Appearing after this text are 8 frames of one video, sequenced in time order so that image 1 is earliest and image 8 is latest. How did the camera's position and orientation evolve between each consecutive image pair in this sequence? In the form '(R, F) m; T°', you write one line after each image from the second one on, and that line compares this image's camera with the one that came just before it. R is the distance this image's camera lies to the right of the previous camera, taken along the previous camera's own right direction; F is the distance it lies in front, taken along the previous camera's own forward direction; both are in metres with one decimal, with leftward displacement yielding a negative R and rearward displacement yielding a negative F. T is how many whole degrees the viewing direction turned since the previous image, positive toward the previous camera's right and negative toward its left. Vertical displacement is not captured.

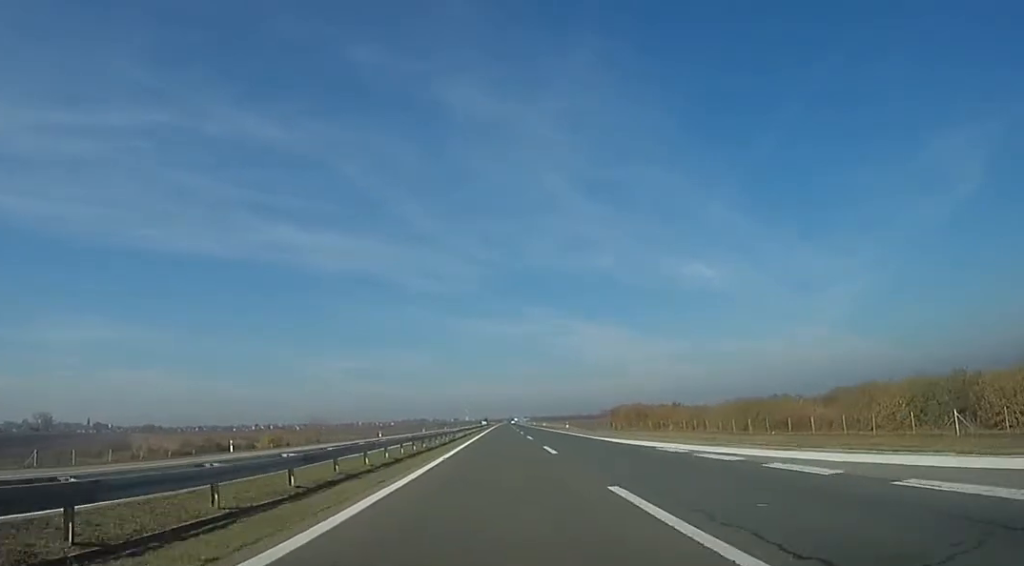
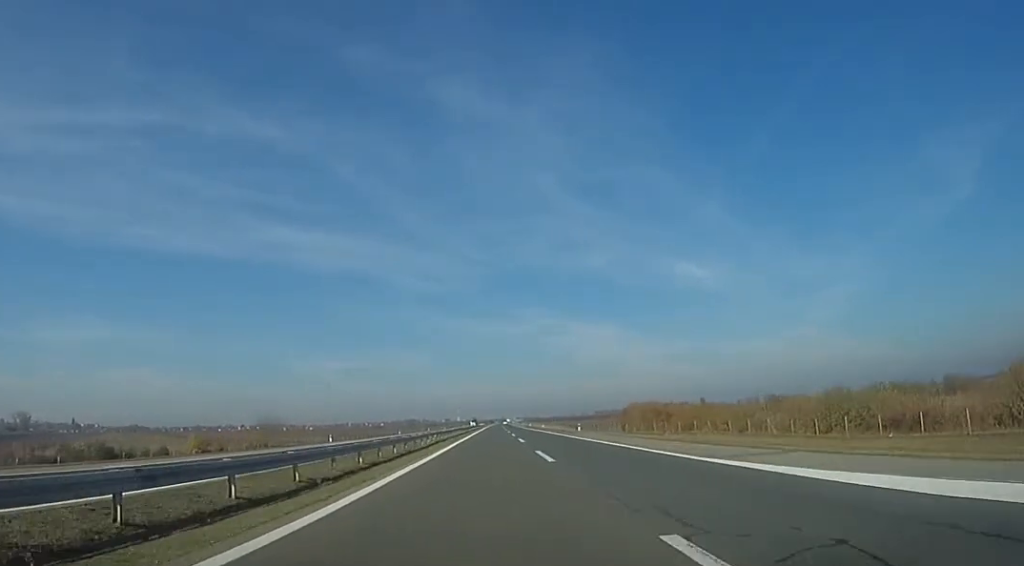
(0.0, +22.4) m; 0°
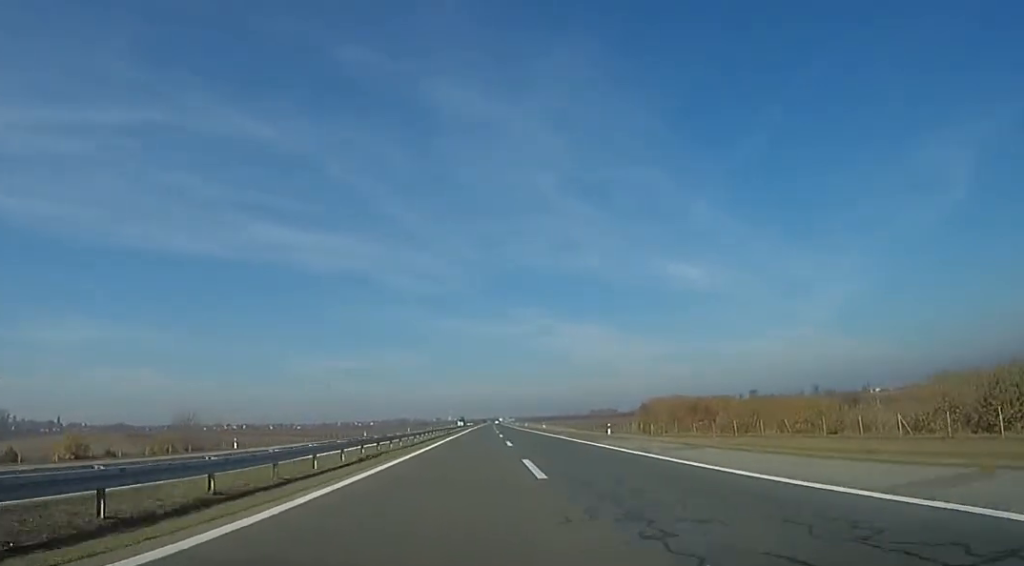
(-0.2, +23.4) m; +2°
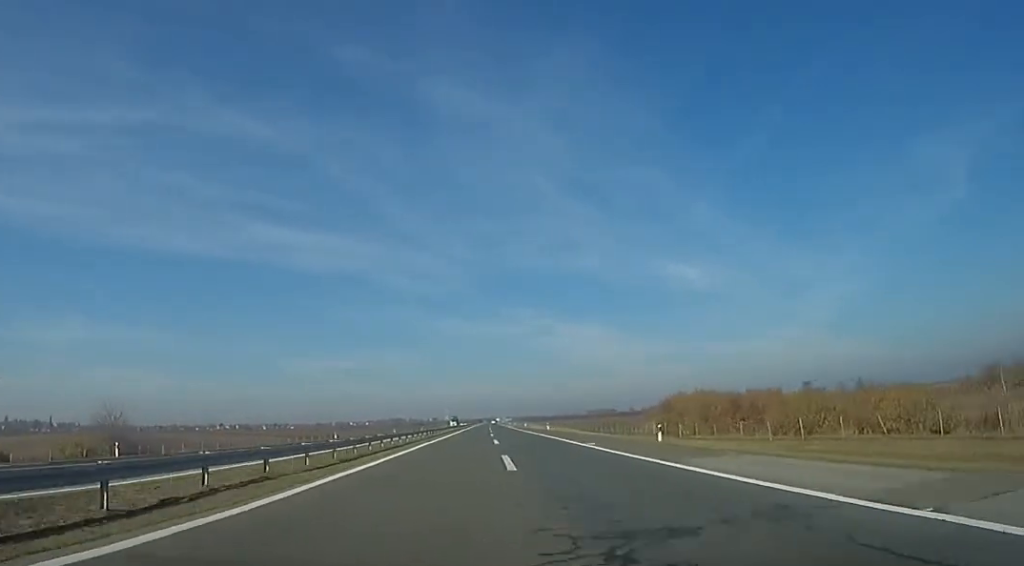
(+0.5, +15.1) m; +1°
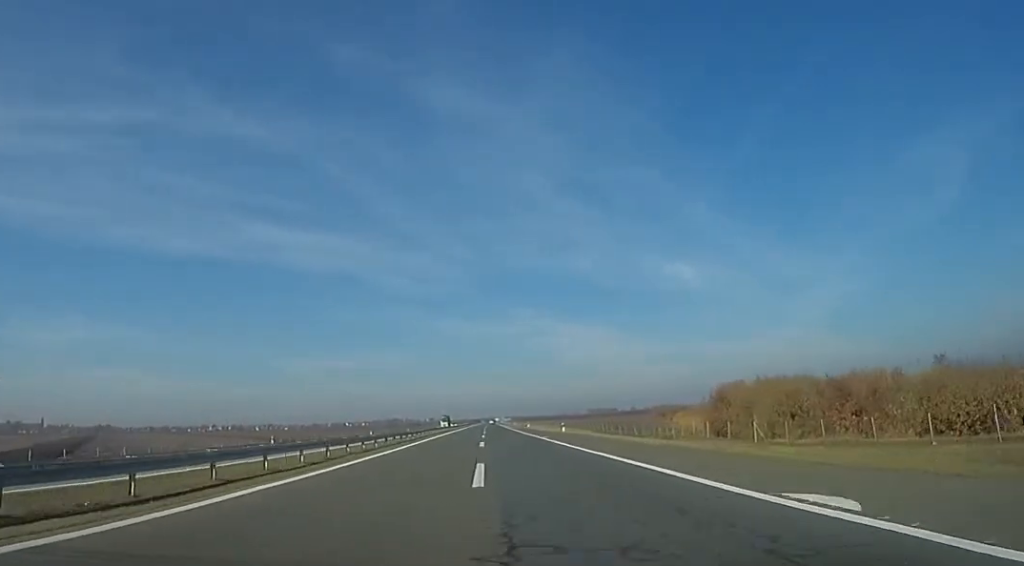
(+0.6, +21.8) m; +1°
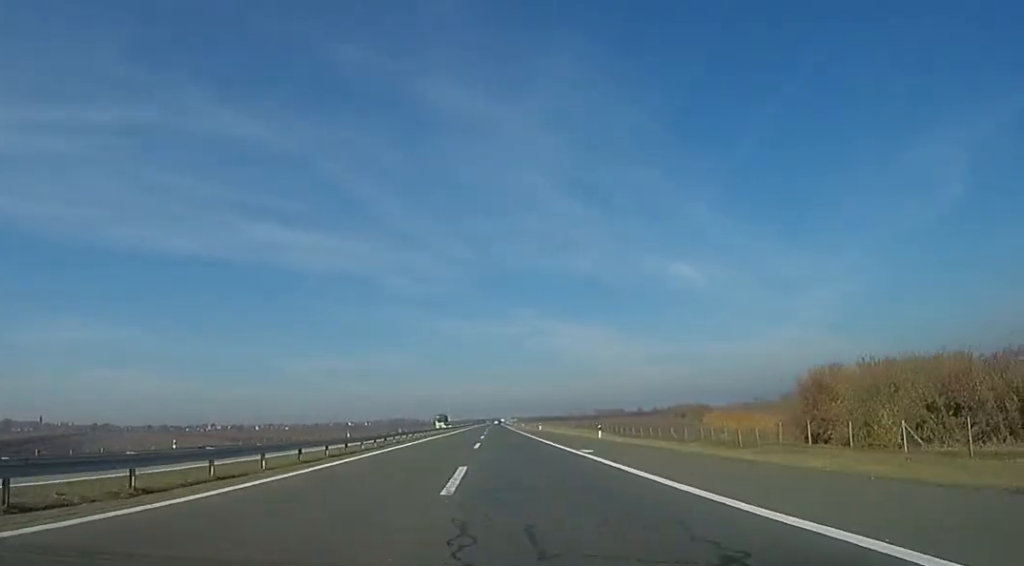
(-0.2, +19.4) m; -2°
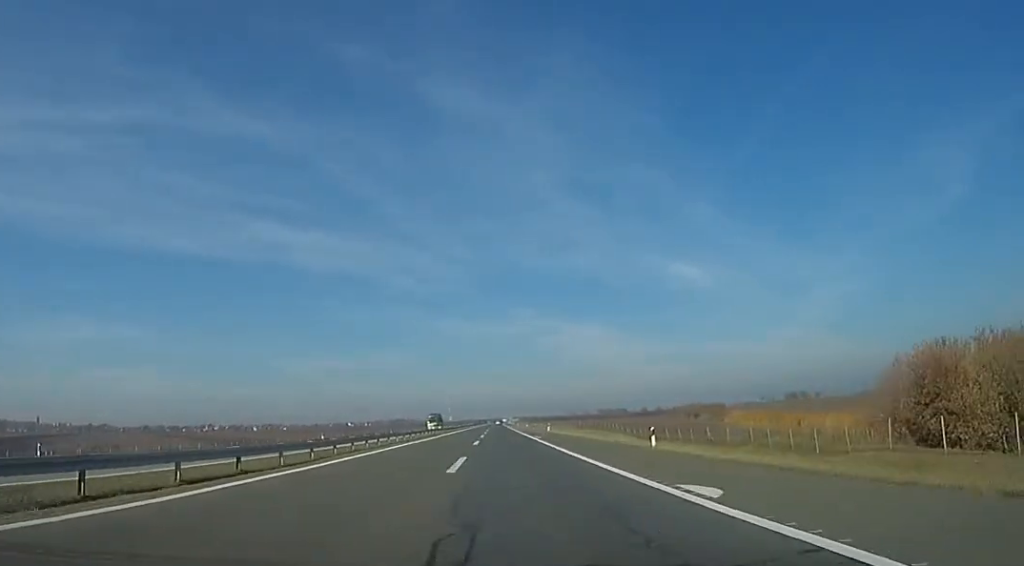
(0.0, +13.5) m; -1°
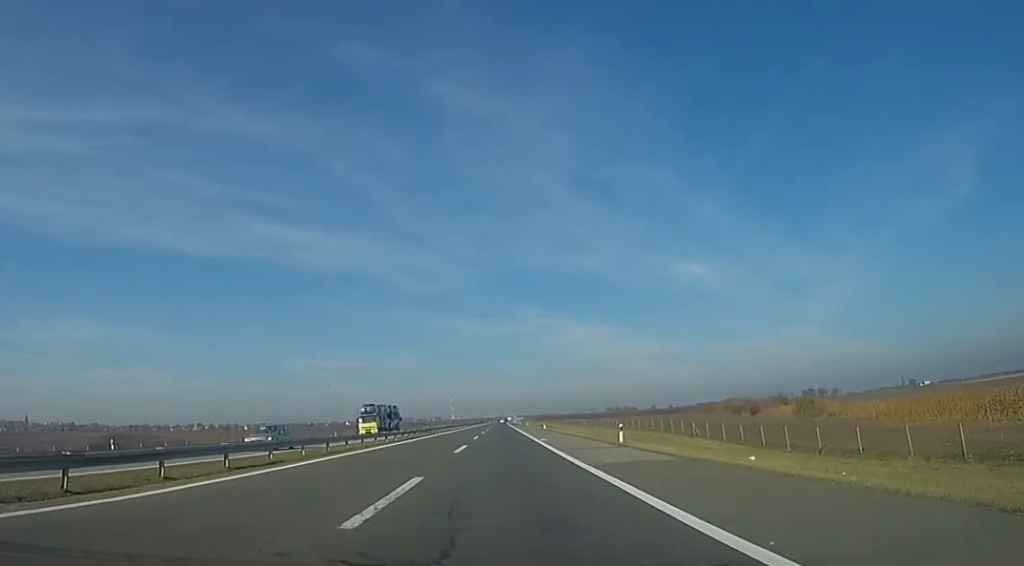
(0.0, +43.6) m; +1°
